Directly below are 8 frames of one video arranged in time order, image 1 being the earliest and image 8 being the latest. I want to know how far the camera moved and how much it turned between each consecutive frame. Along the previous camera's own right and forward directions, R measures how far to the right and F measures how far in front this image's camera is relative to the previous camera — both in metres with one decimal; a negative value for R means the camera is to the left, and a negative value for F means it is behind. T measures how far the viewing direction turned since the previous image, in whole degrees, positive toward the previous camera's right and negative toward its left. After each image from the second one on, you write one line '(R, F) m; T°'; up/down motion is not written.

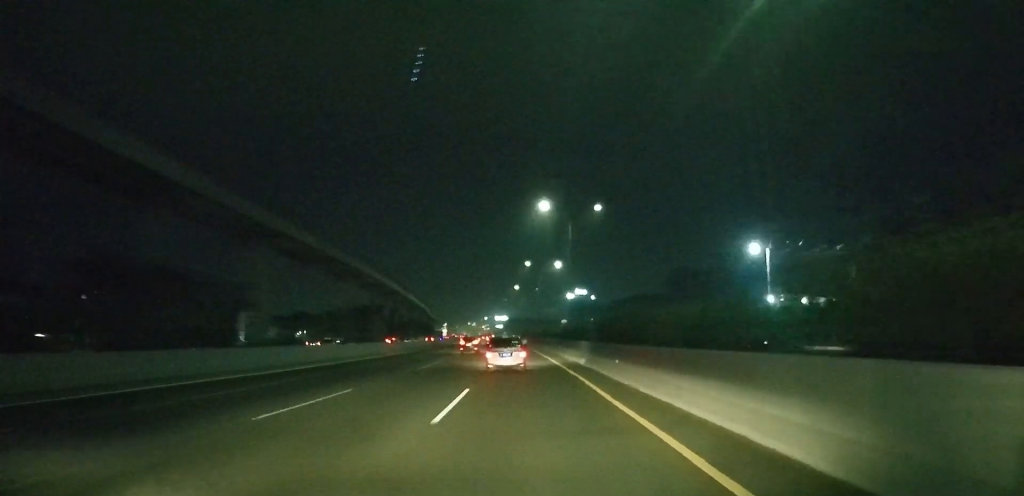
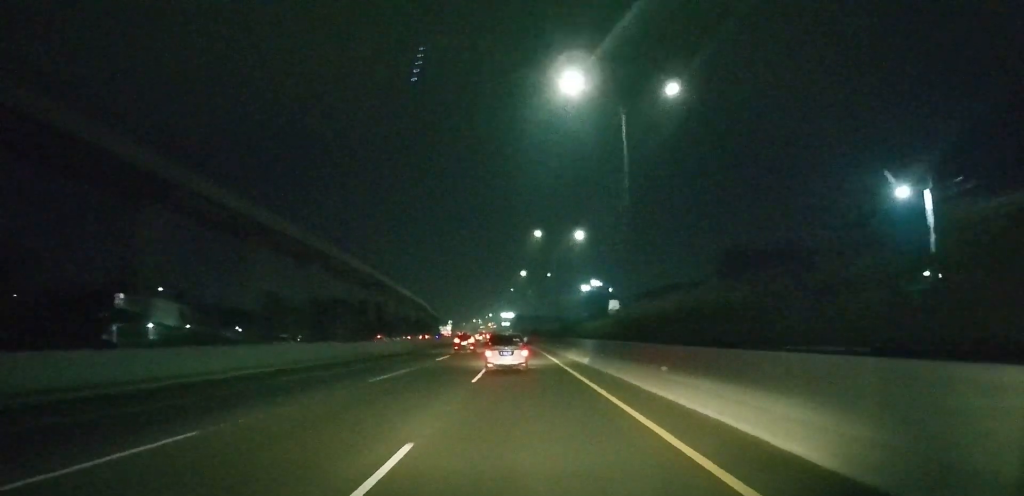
(-0.2, +32.2) m; -1°
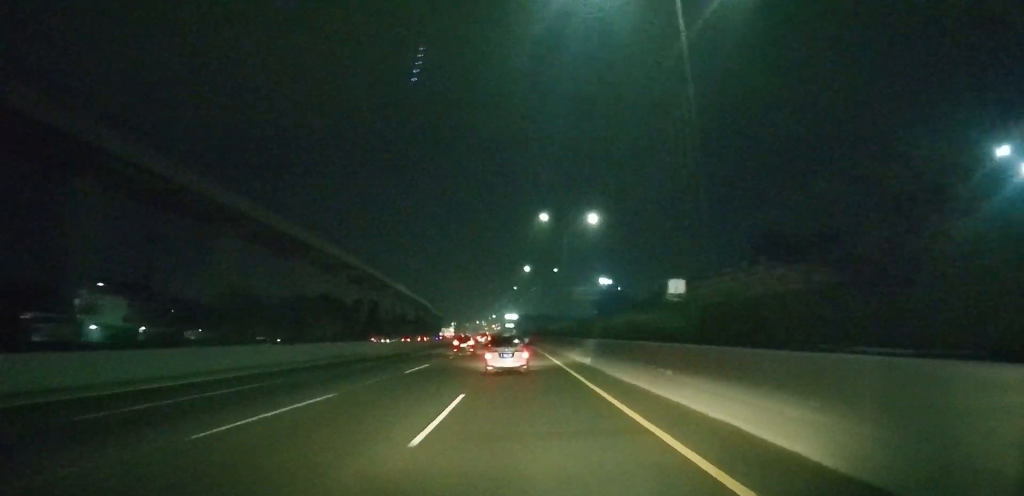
(-0.1, +11.2) m; 0°
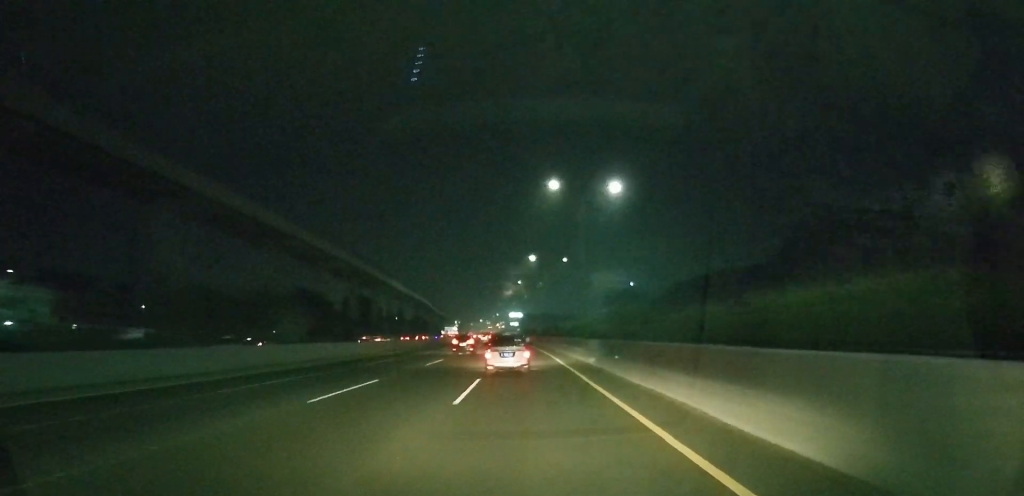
(0.0, +13.1) m; 0°
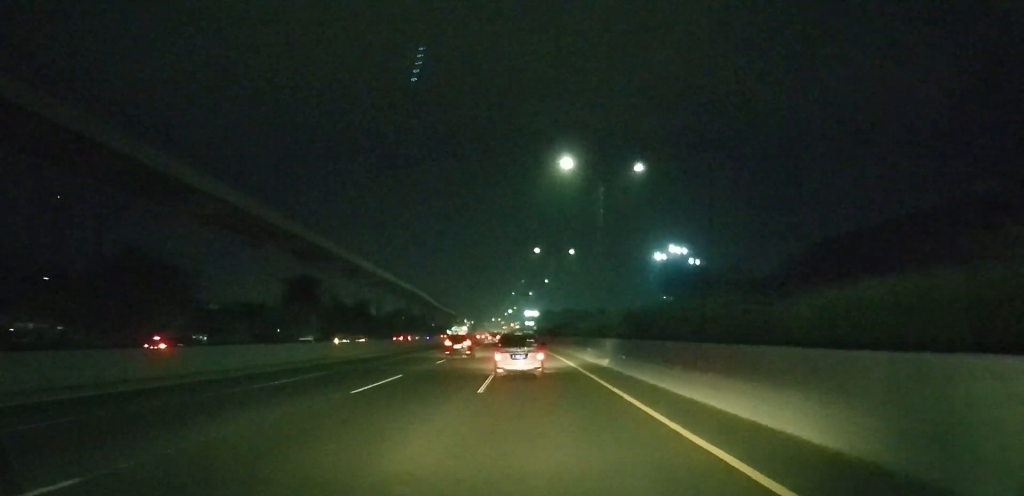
(-0.6, +50.5) m; -1°
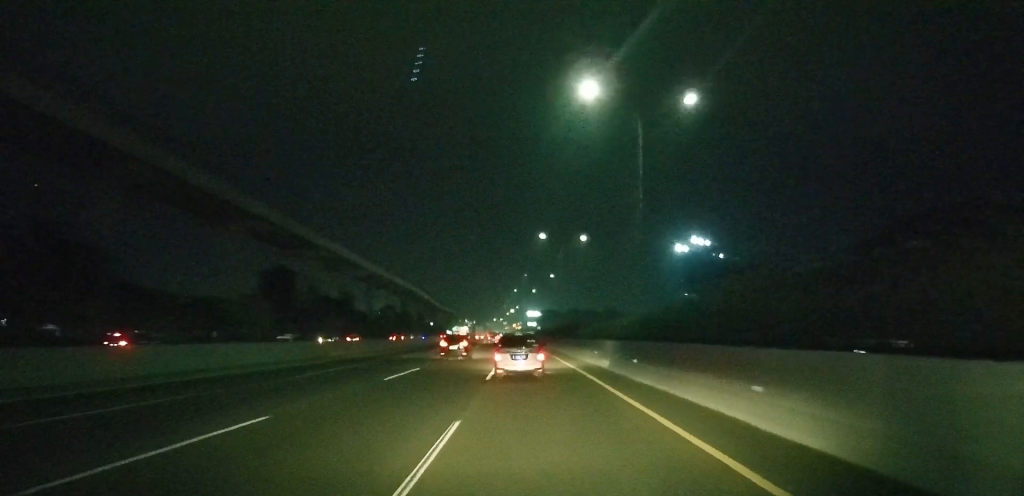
(0.0, +13.5) m; 0°
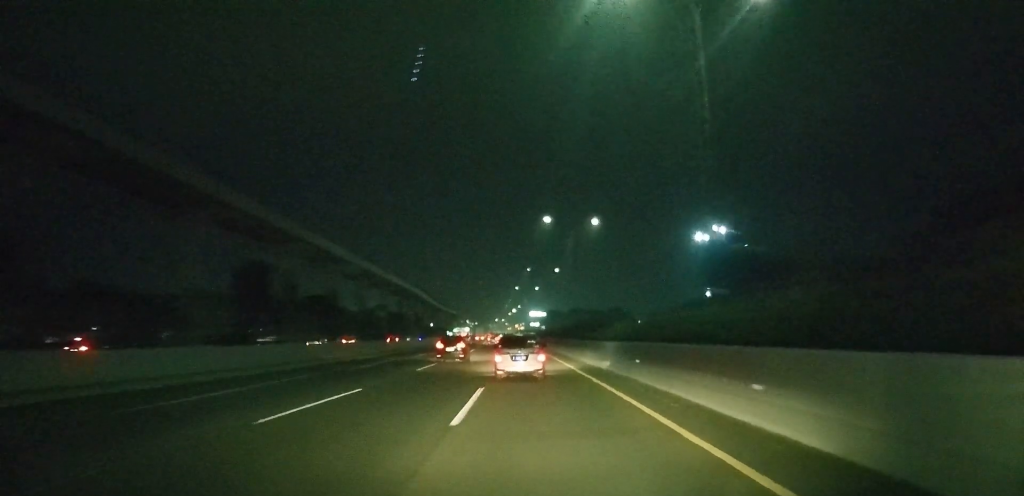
(0.0, +11.5) m; 0°
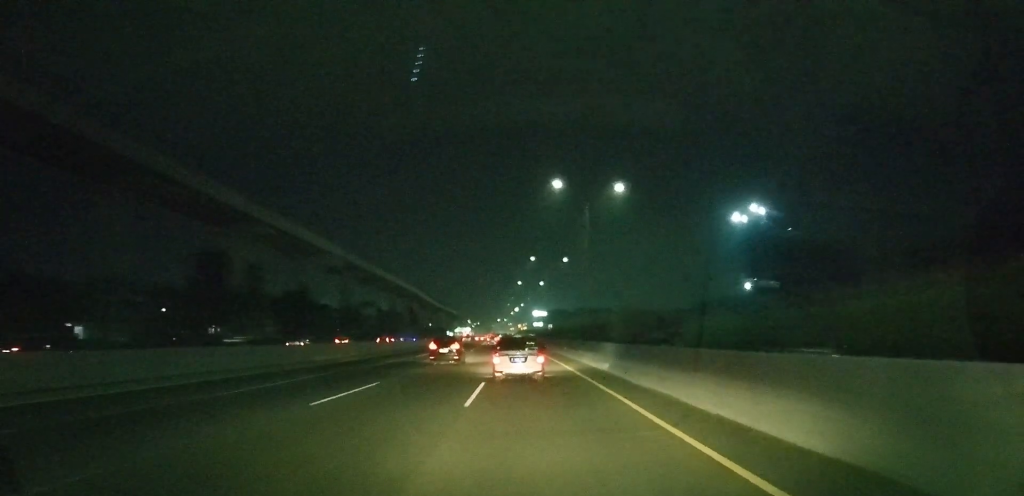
(0.0, +15.3) m; 0°
